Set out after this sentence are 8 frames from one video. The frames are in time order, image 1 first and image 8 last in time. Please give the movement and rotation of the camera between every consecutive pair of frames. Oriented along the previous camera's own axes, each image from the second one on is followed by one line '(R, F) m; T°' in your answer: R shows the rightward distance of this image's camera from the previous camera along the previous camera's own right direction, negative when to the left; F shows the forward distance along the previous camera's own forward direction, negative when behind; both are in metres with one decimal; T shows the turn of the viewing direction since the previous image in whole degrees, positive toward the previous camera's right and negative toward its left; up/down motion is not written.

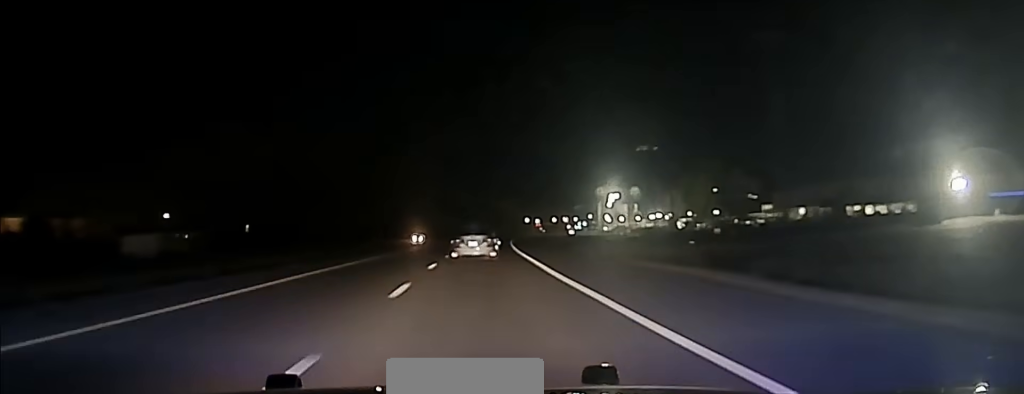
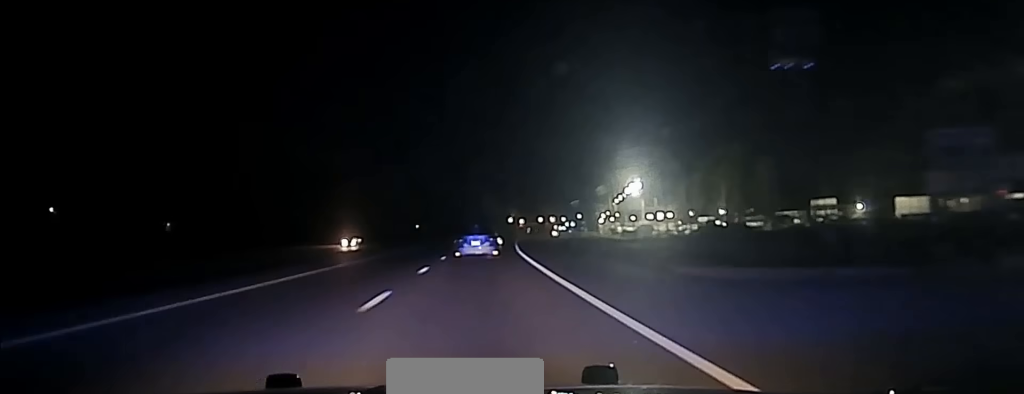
(+0.6, +52.9) m; +2°
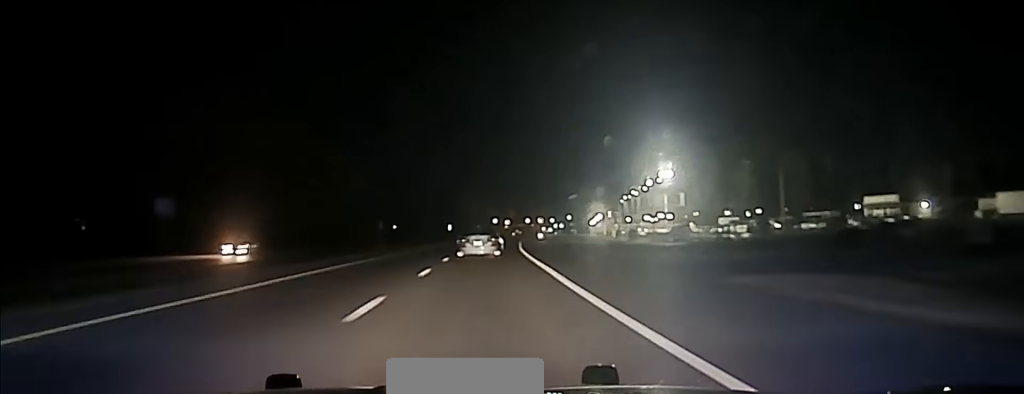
(+0.6, +42.7) m; +1°
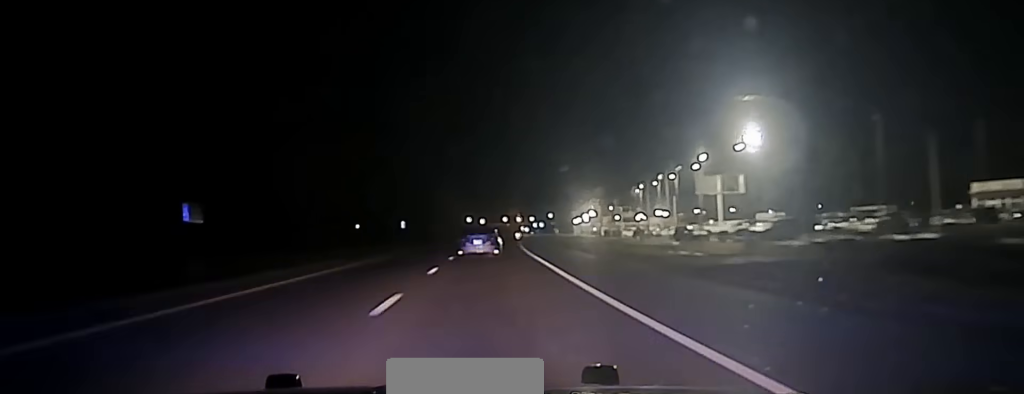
(+0.8, +50.9) m; +1°
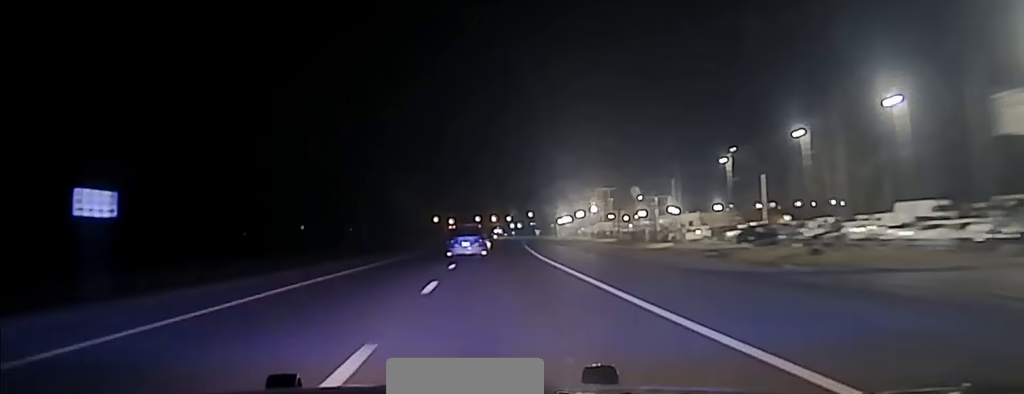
(+1.0, +72.0) m; +2°
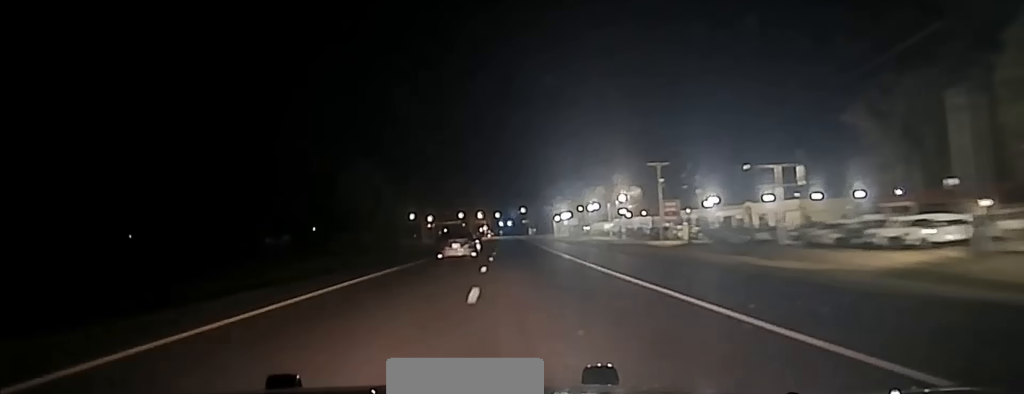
(+0.6, +56.5) m; +1°
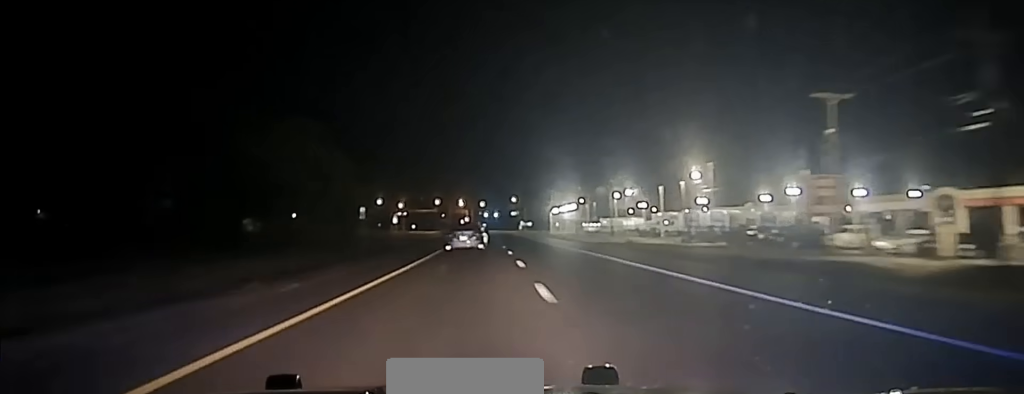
(-0.1, +59.7) m; 0°
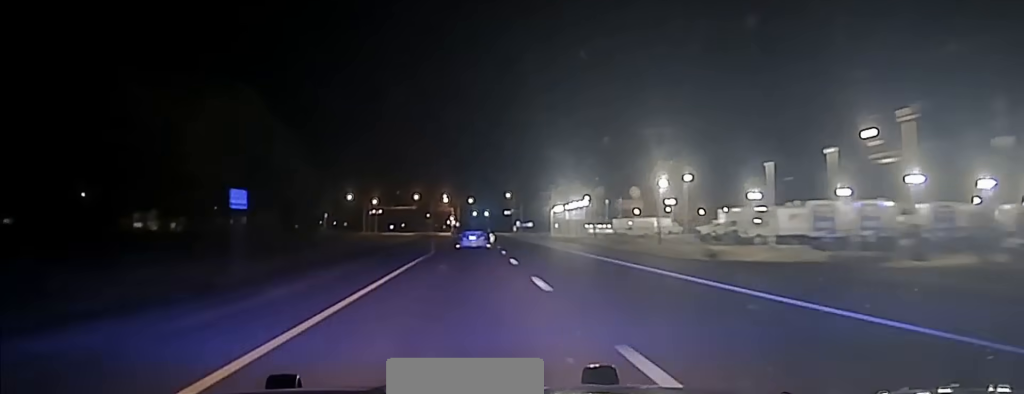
(+0.5, +47.0) m; 0°
